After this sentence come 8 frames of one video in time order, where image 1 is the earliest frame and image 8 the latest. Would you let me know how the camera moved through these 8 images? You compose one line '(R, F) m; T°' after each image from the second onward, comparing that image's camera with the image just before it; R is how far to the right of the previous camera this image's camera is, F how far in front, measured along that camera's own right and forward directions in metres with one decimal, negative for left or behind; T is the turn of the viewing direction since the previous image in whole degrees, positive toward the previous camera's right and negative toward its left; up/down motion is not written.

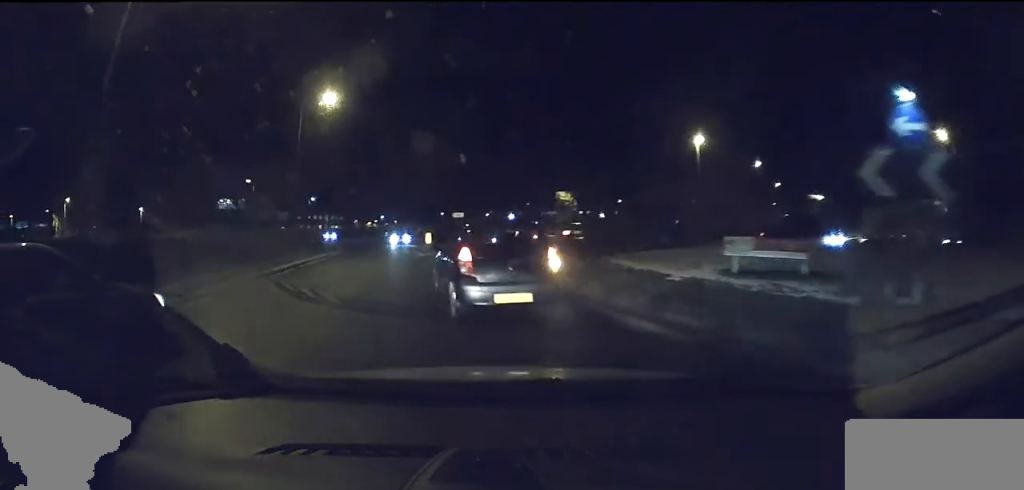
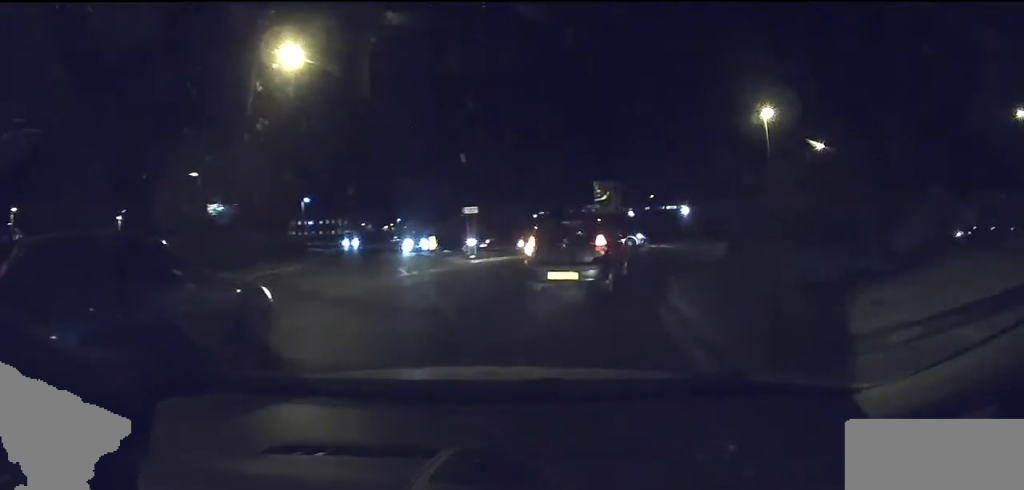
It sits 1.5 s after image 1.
(+0.1, +9.1) m; +12°
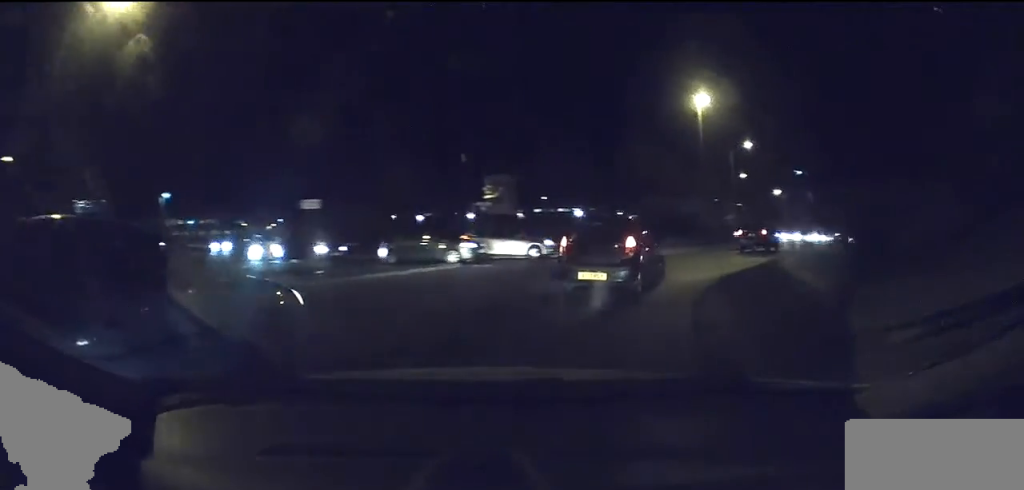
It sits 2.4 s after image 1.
(+1.0, +6.0) m; +21°
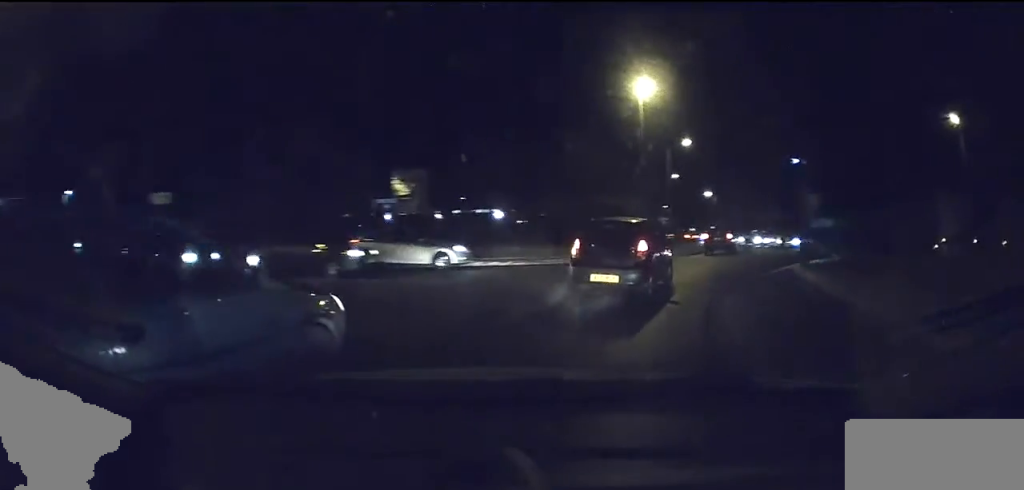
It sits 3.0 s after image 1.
(+0.7, +3.5) m; +11°
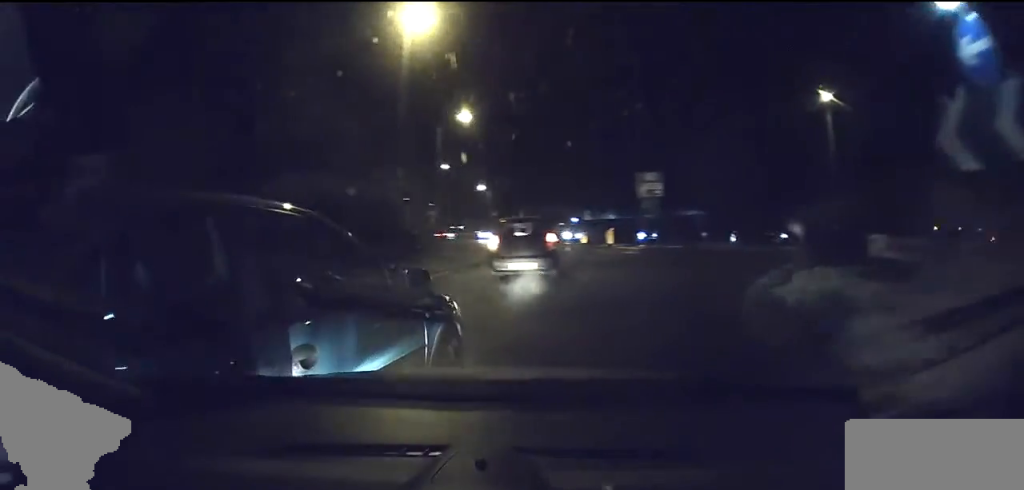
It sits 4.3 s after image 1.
(+0.4, +9.2) m; +7°
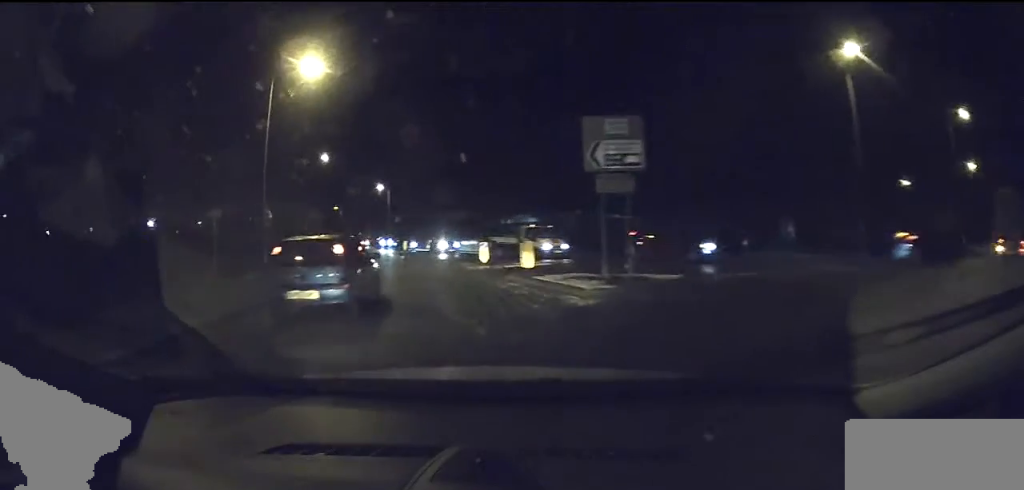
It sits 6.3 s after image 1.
(+2.3, +12.1) m; +12°
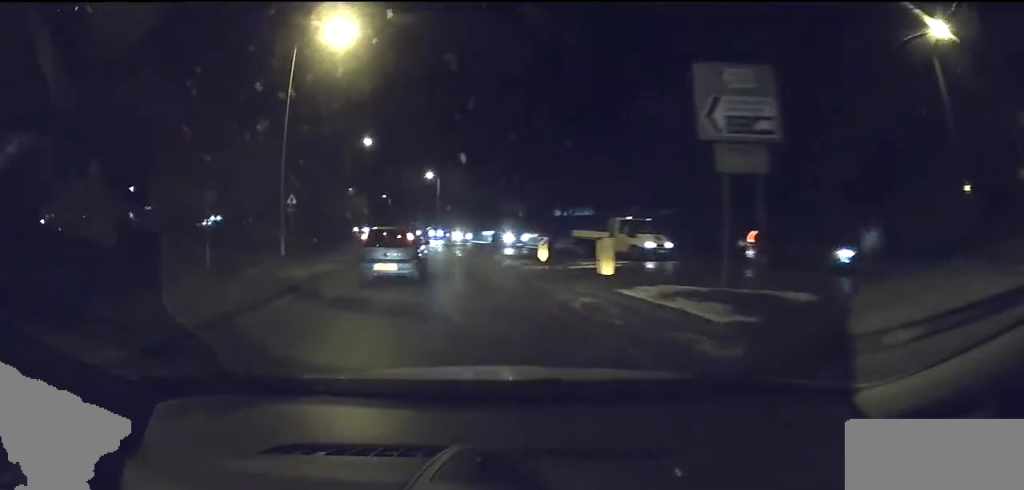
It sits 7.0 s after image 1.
(-0.4, +4.0) m; -6°
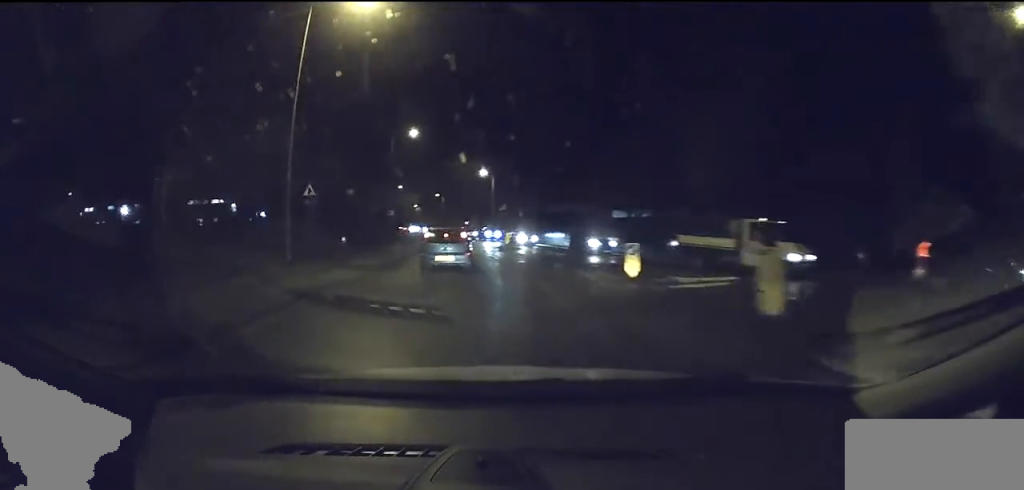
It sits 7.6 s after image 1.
(-0.1, +4.9) m; -5°
